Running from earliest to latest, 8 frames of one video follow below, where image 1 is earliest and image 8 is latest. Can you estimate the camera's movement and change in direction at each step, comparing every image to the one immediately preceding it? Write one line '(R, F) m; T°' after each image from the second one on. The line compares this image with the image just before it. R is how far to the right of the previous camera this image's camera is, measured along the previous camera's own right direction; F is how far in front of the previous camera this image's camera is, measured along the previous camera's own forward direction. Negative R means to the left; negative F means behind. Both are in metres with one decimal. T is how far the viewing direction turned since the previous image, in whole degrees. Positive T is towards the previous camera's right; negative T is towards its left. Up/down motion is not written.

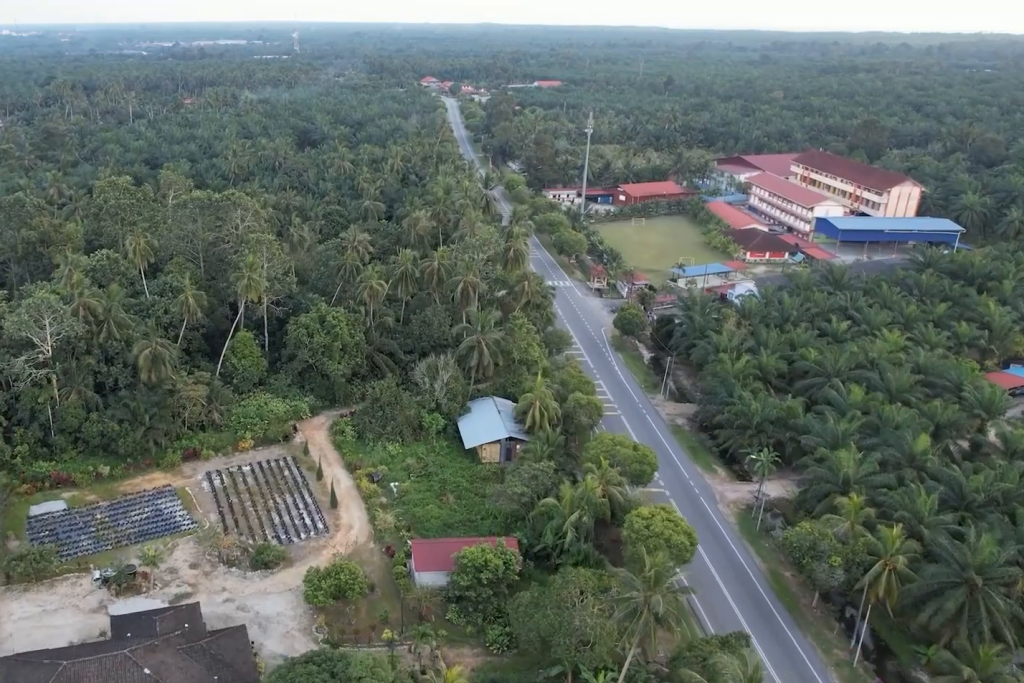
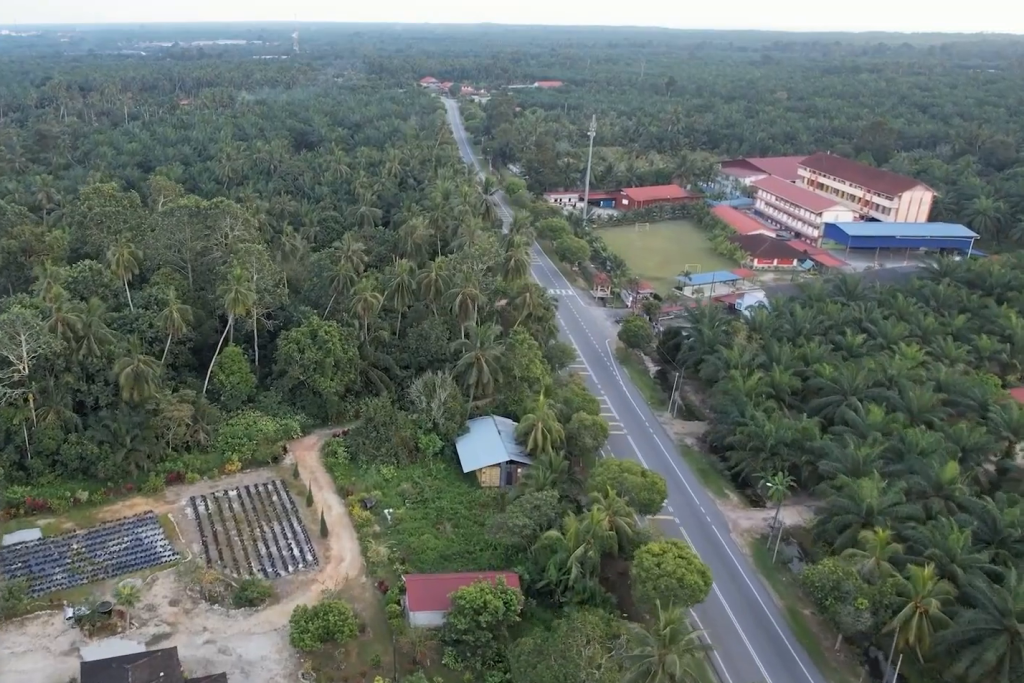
(0.0, +6.1) m; 0°
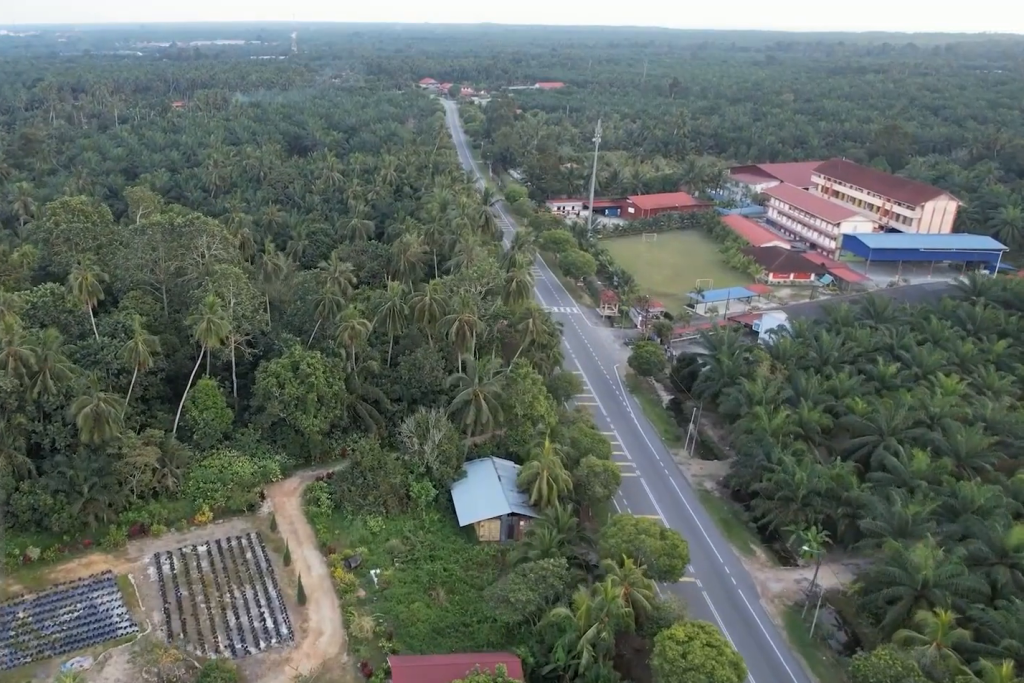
(0.0, +12.2) m; 0°
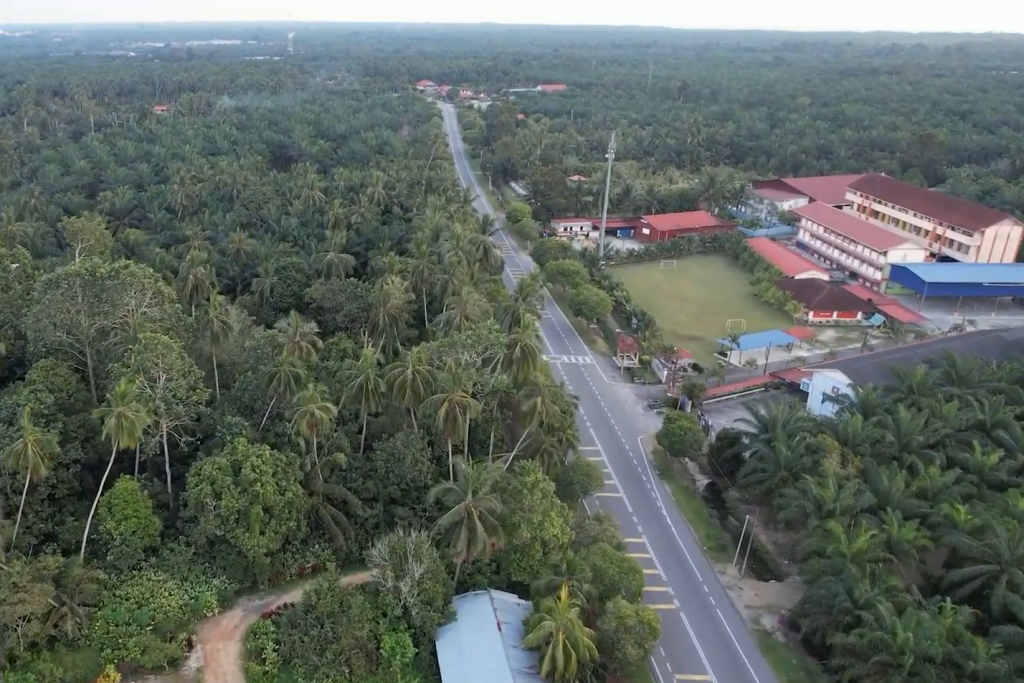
(0.0, +26.2) m; 0°
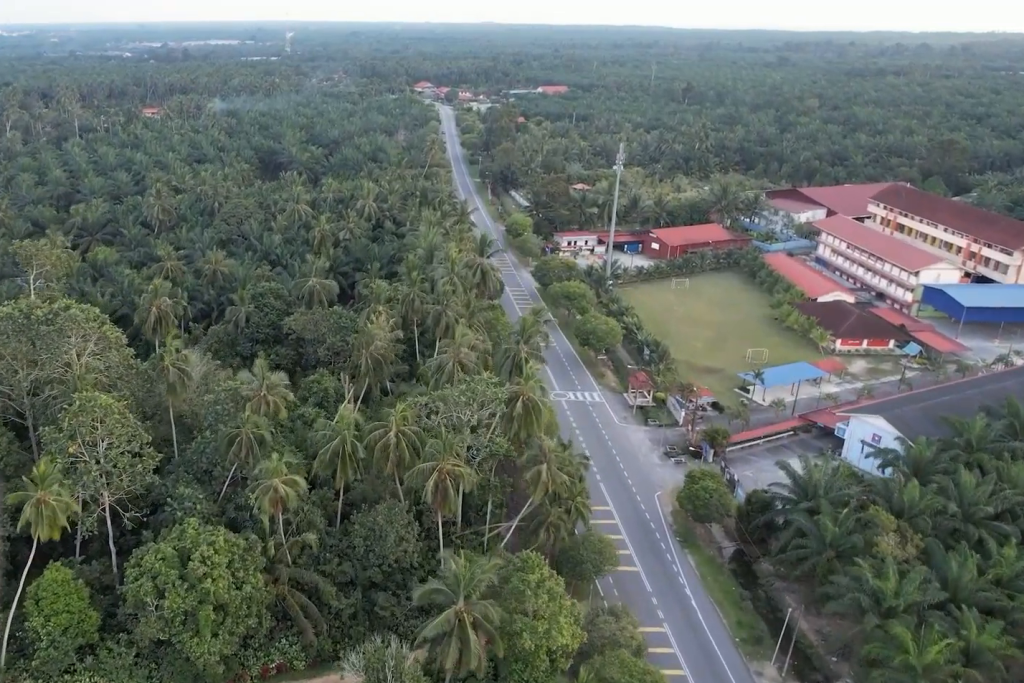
(0.0, +14.7) m; 0°
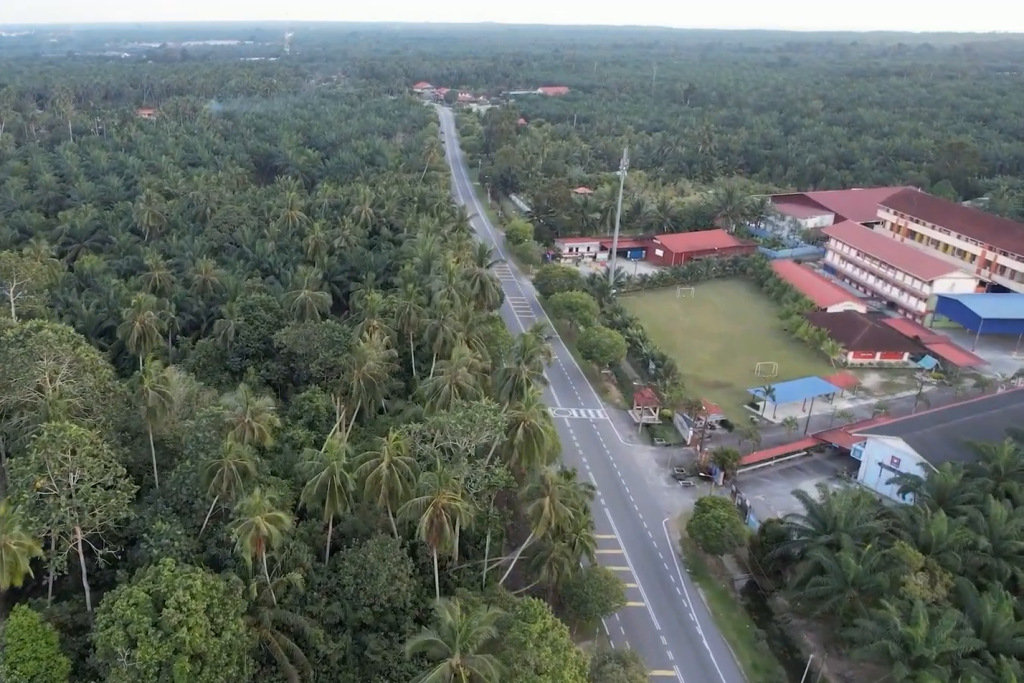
(0.0, +5.8) m; 0°
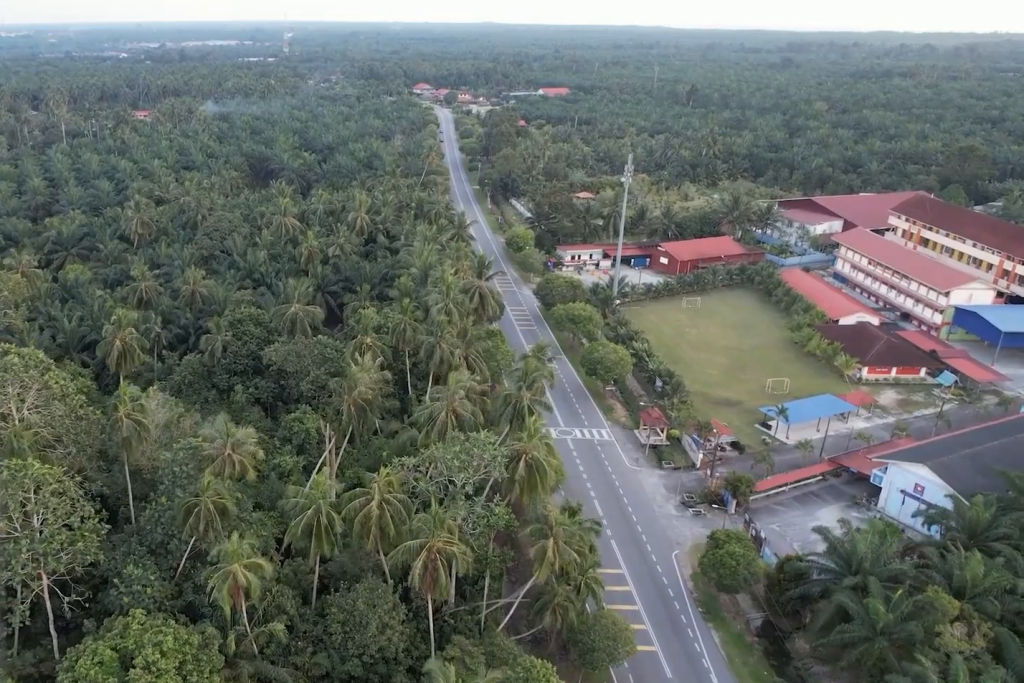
(0.0, +6.7) m; 0°
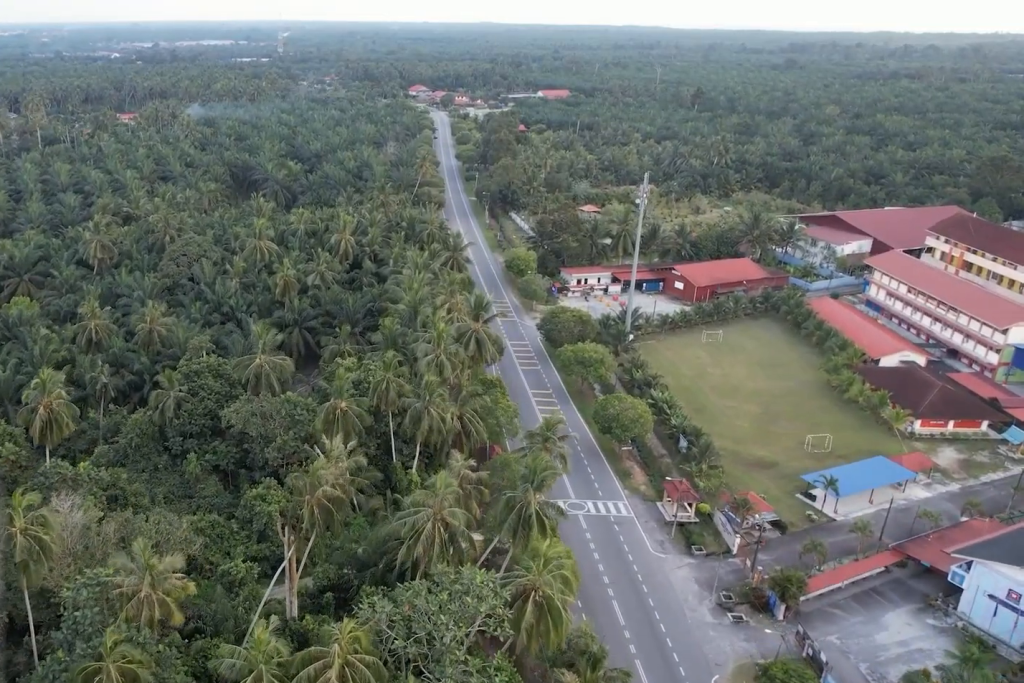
(-0.1, +20.2) m; 0°
